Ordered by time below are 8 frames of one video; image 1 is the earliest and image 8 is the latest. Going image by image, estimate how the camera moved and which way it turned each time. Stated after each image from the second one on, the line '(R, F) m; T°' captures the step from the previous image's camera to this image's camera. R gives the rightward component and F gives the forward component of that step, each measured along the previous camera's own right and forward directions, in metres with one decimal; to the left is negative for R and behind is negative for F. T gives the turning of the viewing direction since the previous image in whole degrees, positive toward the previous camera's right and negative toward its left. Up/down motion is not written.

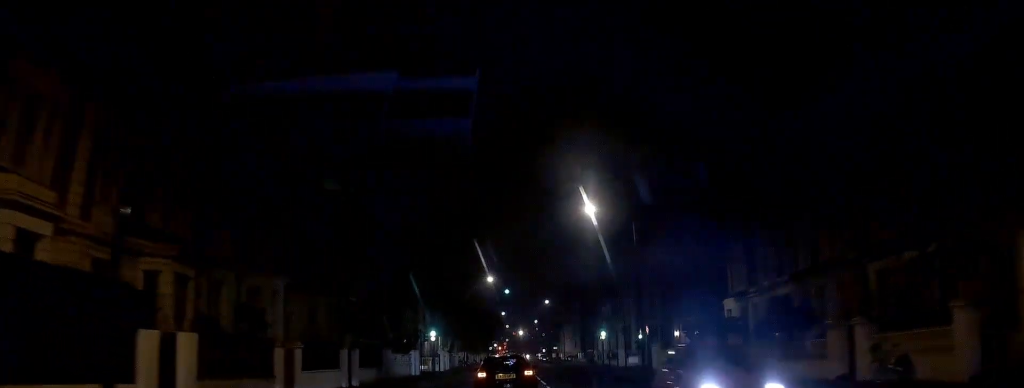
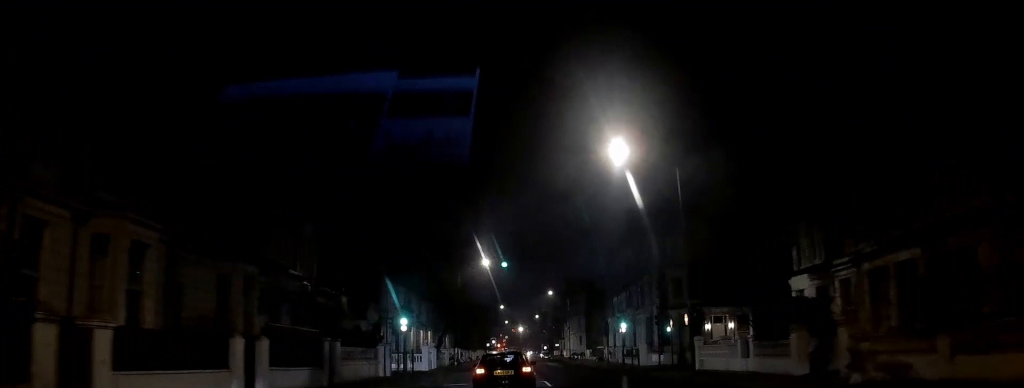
(-0.1, +10.4) m; 0°
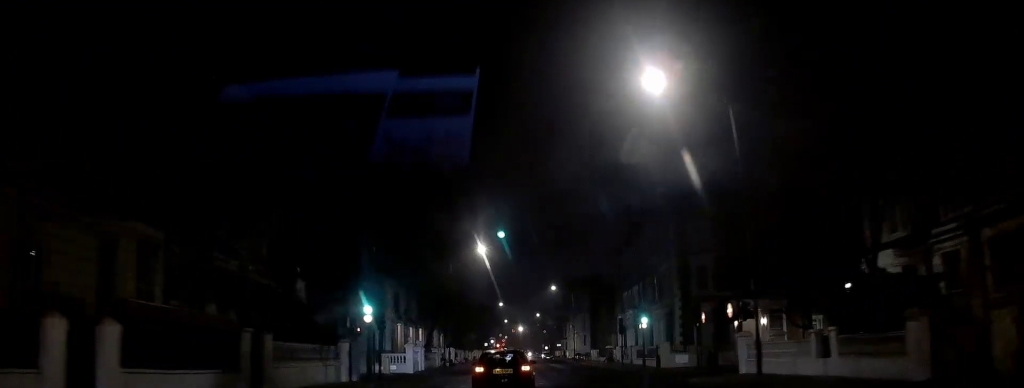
(-0.1, +7.2) m; +1°
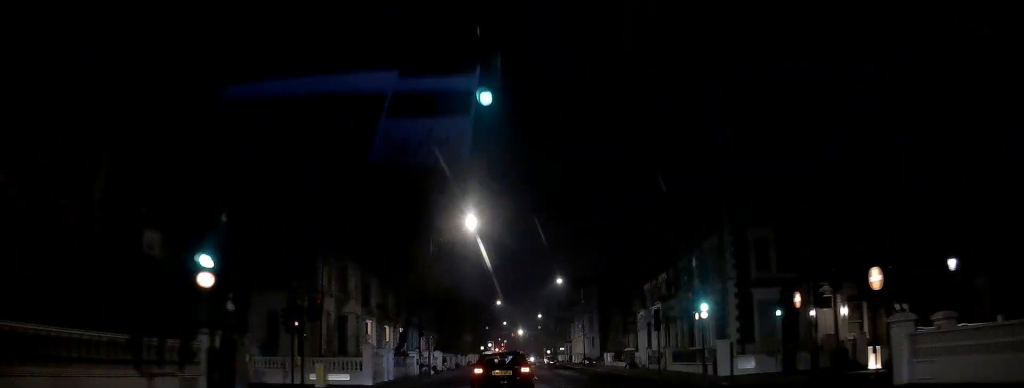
(+0.3, +12.2) m; 0°
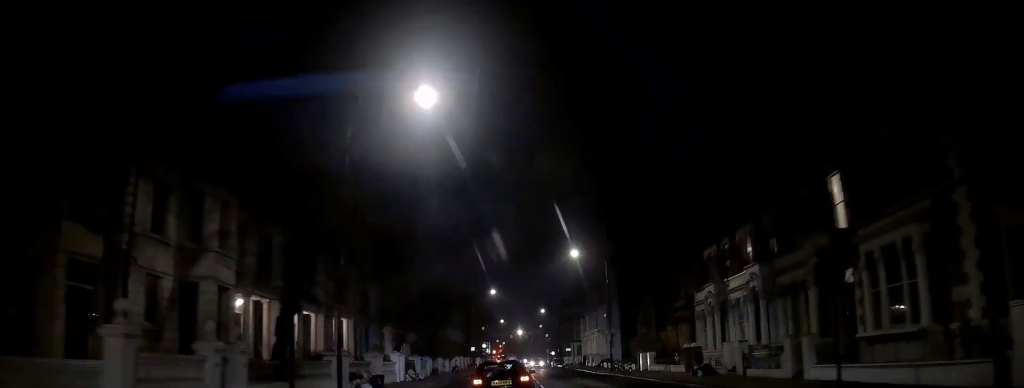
(-0.5, +20.4) m; 0°
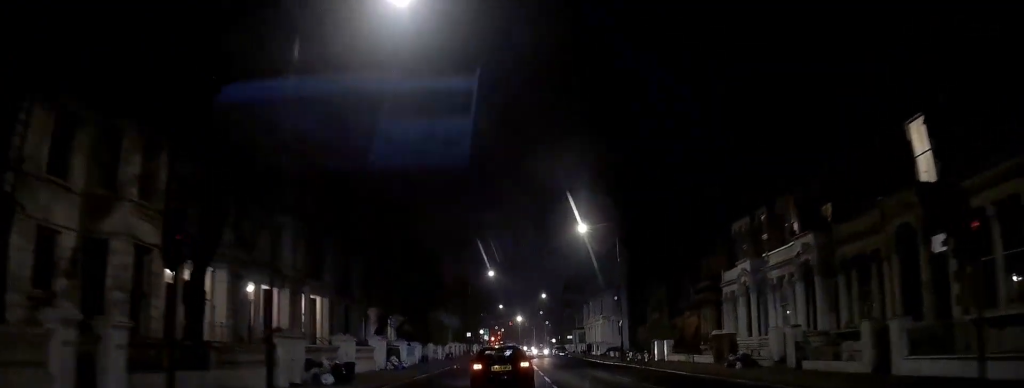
(0.0, +5.7) m; 0°
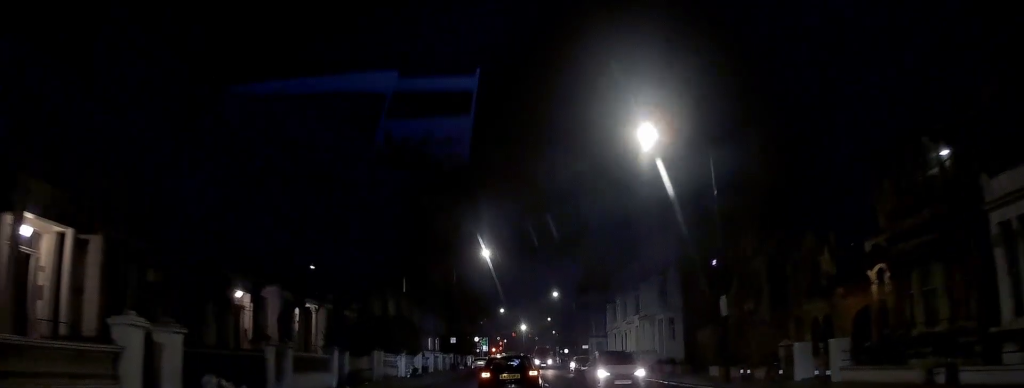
(-0.2, +22.5) m; -2°
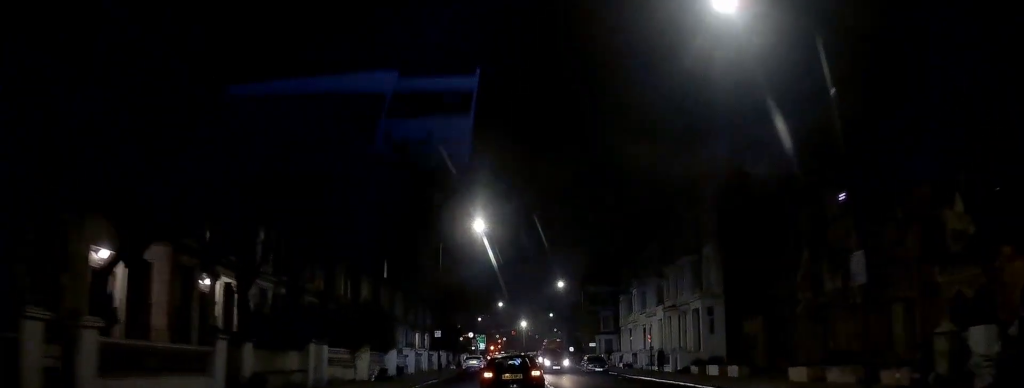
(+0.1, +10.2) m; +1°
